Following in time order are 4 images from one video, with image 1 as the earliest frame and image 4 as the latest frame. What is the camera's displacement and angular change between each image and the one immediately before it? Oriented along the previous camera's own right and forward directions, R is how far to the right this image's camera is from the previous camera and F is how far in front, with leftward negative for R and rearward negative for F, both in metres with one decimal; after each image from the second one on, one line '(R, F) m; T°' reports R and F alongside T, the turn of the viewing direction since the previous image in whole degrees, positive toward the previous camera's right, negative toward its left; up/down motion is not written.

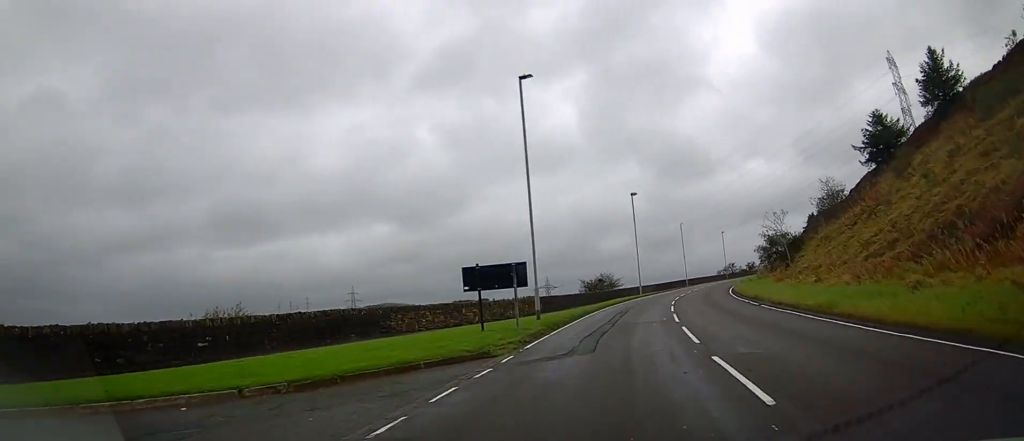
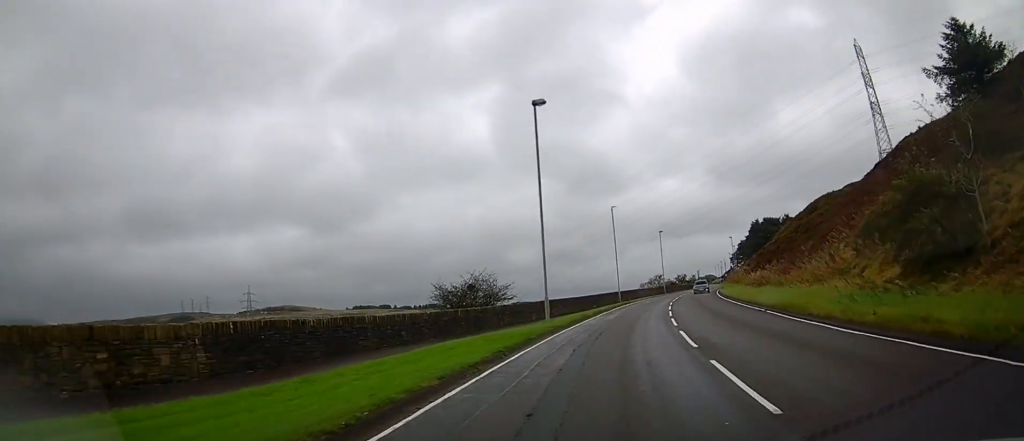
(+4.2, +31.6) m; +13°
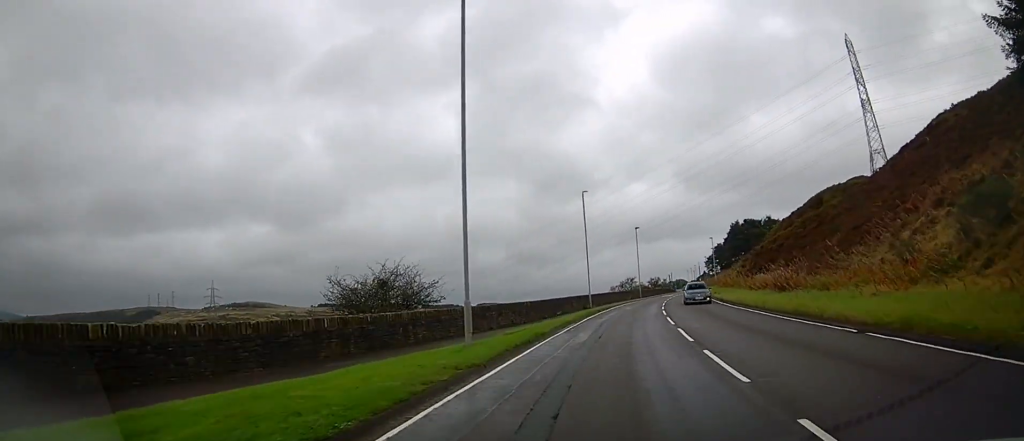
(+0.3, +10.8) m; +3°
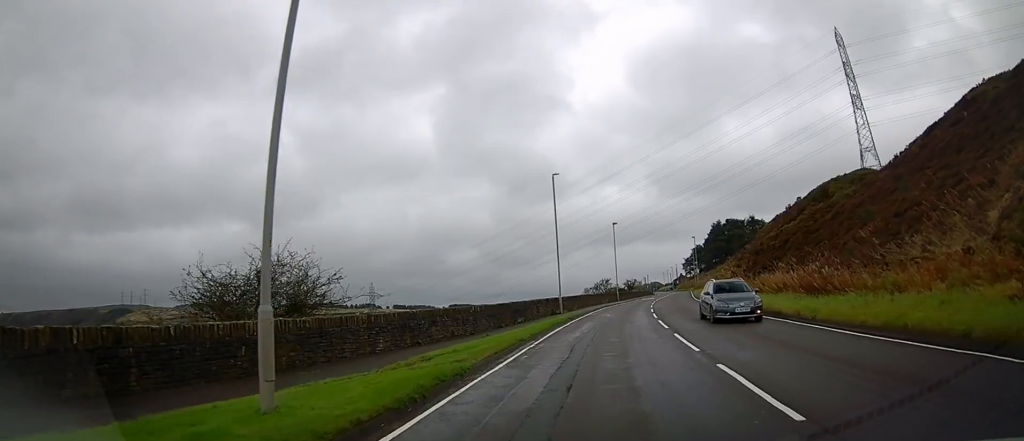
(+0.1, +8.0) m; +2°
